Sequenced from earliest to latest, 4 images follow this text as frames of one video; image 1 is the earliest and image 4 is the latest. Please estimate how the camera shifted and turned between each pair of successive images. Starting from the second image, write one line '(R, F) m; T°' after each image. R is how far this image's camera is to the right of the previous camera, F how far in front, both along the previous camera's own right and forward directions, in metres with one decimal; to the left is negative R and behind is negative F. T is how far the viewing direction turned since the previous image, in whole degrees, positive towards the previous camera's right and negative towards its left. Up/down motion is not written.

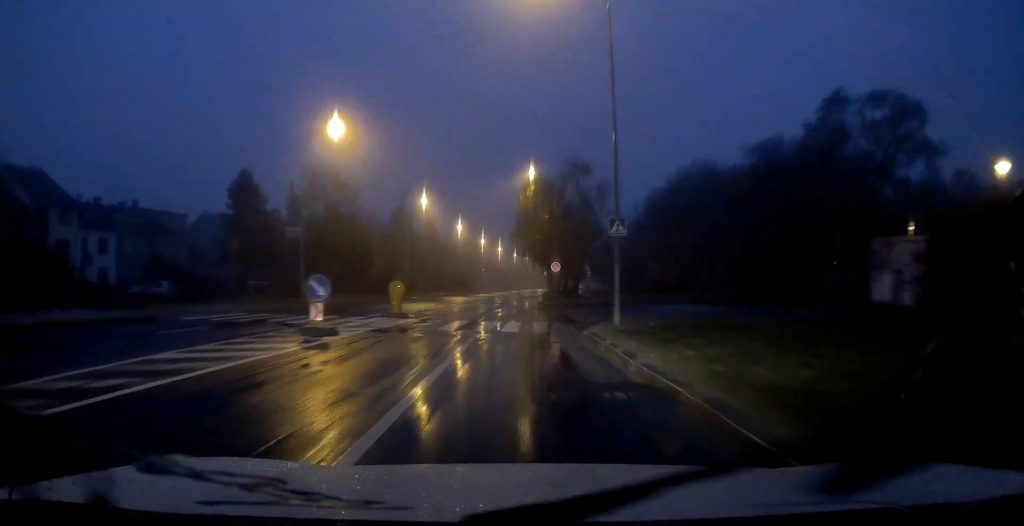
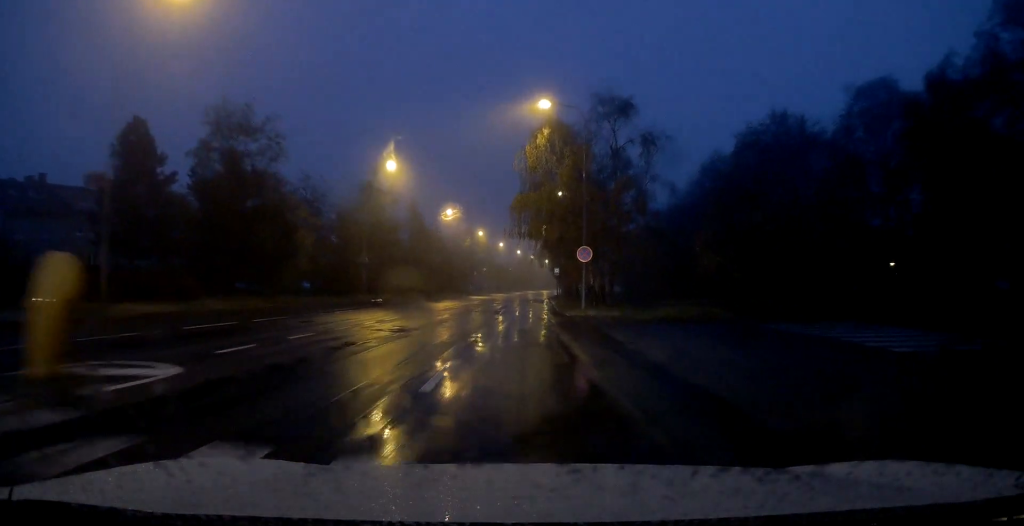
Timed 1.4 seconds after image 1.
(+0.2, +18.7) m; +1°
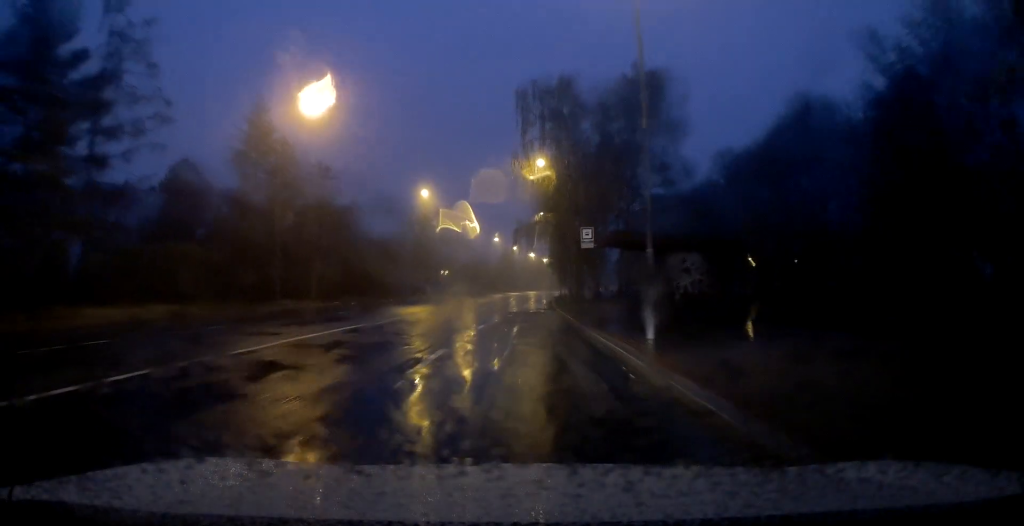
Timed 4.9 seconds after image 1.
(+0.1, +44.3) m; +1°
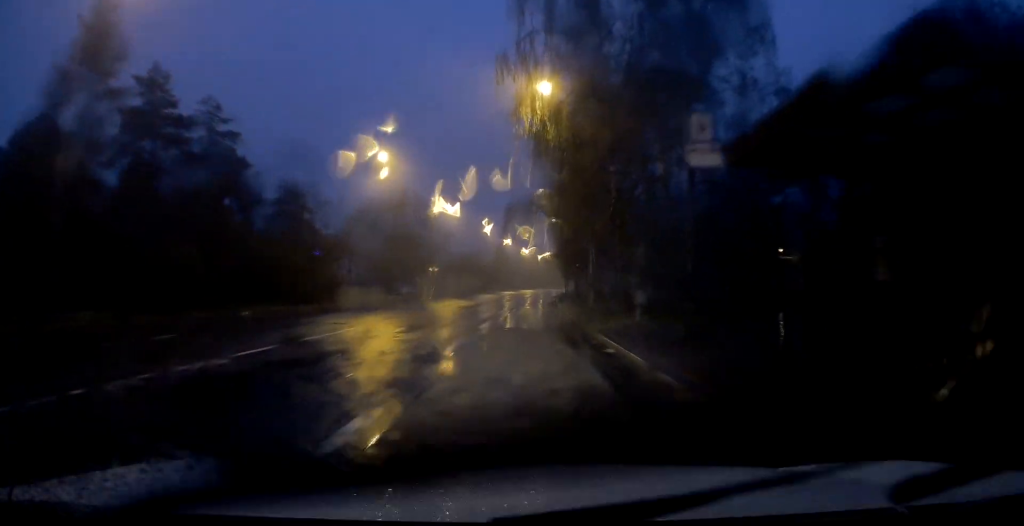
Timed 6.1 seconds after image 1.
(+0.1, +16.1) m; +1°
